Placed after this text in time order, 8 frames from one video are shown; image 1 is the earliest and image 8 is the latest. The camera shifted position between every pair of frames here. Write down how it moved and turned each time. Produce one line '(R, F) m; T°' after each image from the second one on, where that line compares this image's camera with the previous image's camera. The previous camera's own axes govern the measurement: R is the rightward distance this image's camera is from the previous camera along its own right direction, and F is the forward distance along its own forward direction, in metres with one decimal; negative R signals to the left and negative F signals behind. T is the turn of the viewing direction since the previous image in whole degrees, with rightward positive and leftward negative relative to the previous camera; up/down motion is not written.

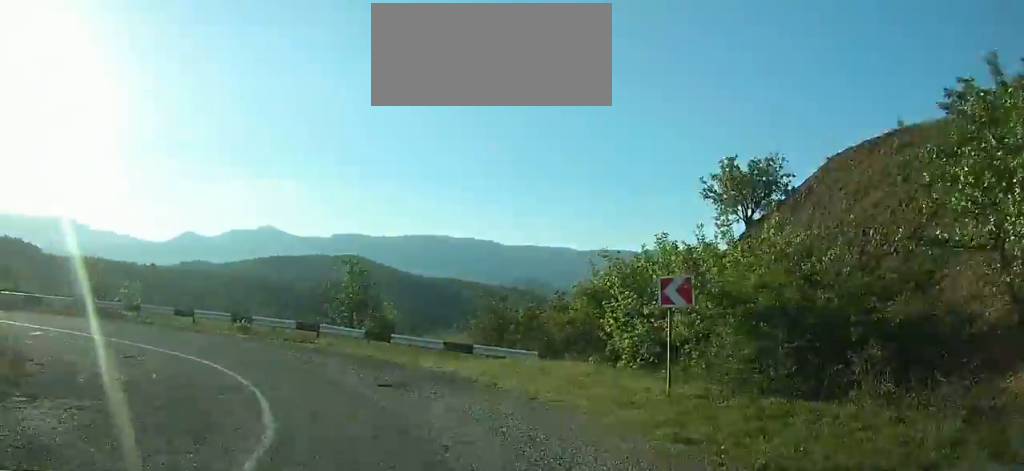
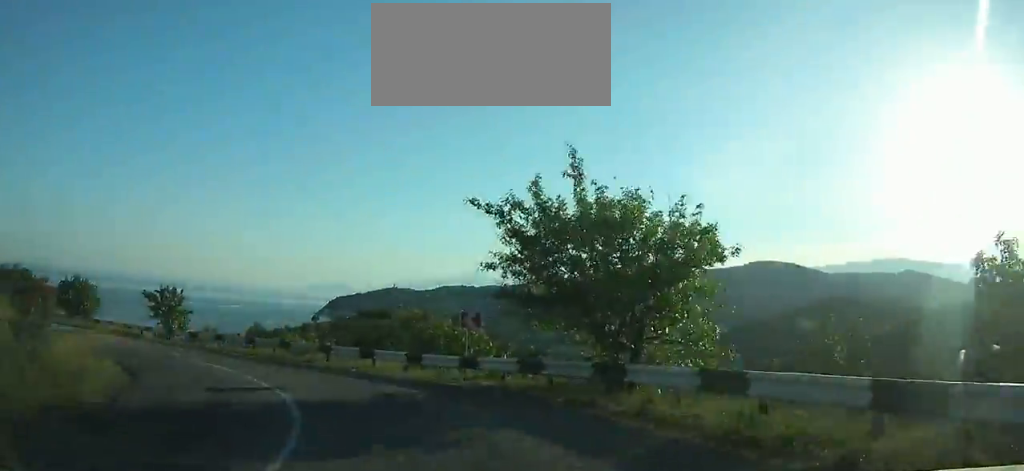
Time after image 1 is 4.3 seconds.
(-15.4, +22.1) m; -90°
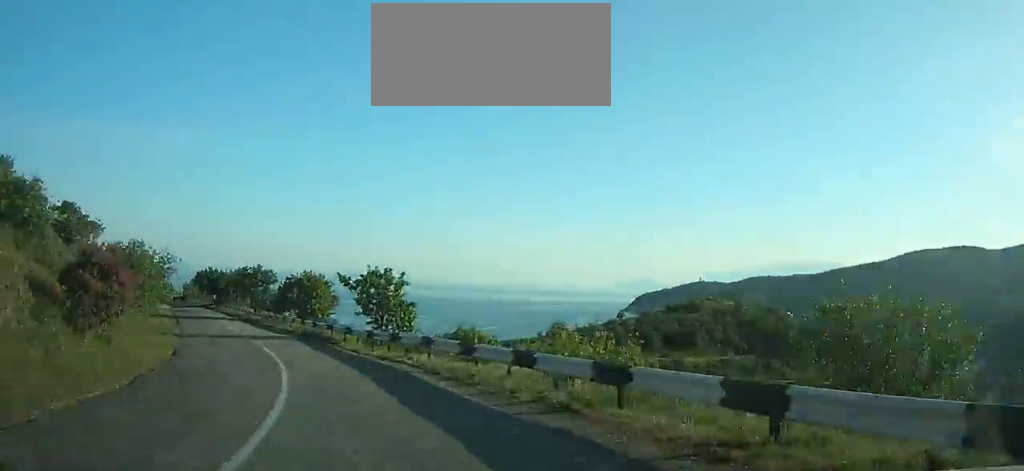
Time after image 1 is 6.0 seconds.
(-4.1, +11.8) m; -36°
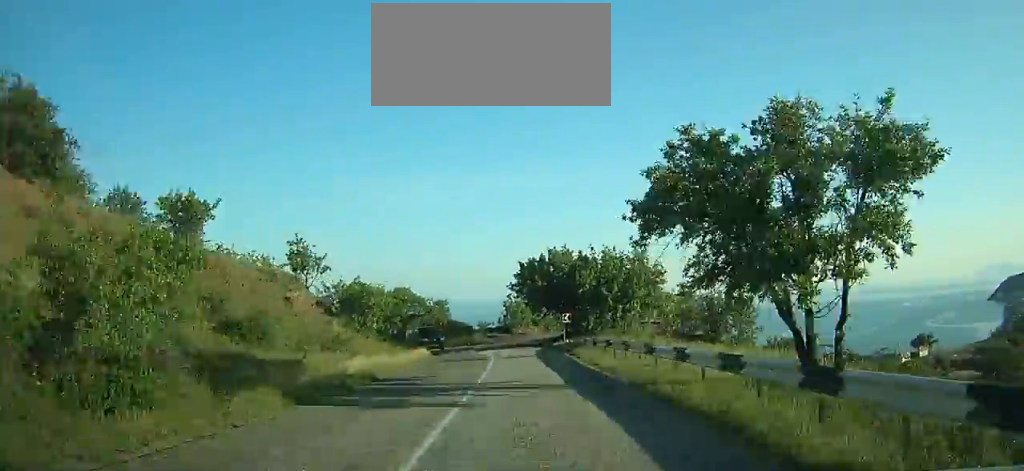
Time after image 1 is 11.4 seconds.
(-23.1, +44.6) m; -35°
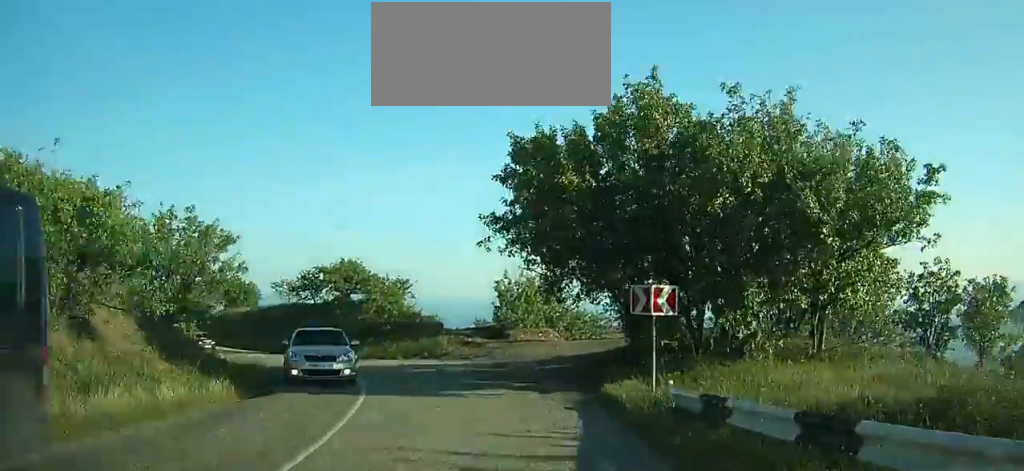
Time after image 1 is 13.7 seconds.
(-0.3, +23.0) m; -8°
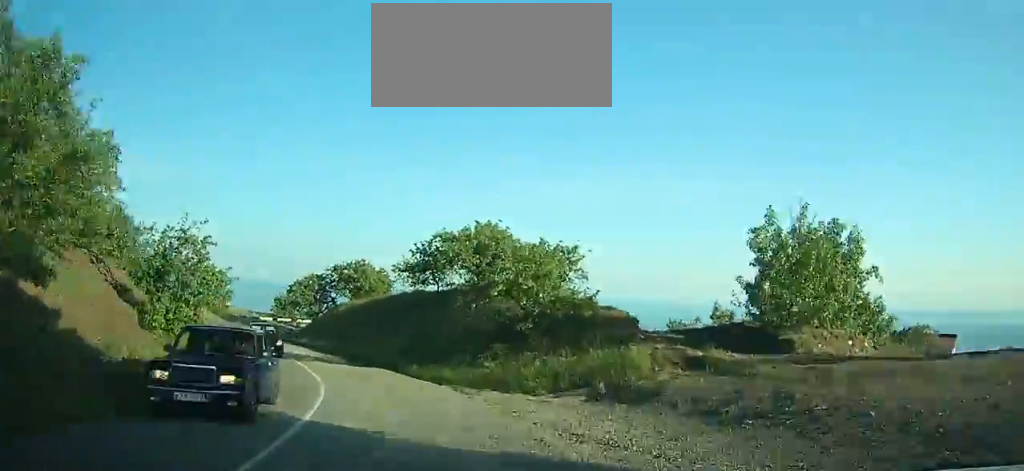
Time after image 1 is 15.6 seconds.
(-1.5, +18.3) m; -12°
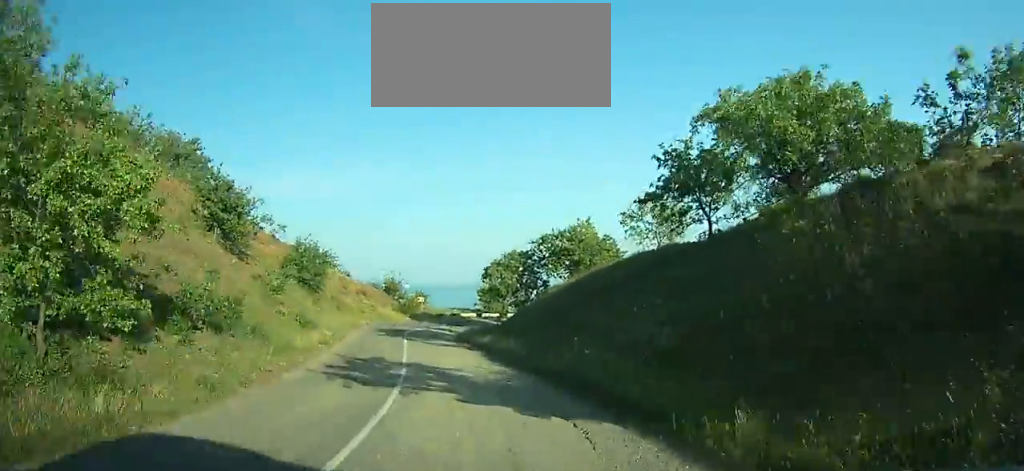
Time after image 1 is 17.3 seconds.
(-0.3, +16.5) m; -14°
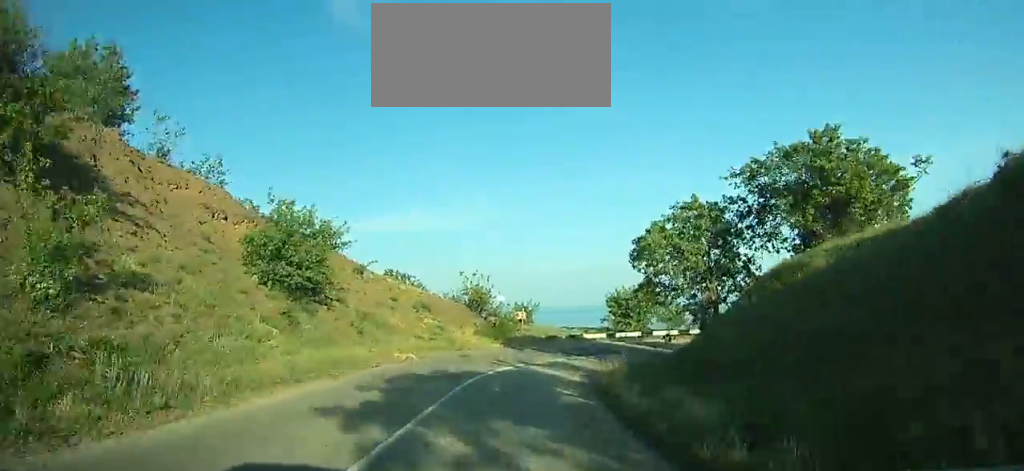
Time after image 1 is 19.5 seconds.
(-4.8, +20.0) m; -8°
